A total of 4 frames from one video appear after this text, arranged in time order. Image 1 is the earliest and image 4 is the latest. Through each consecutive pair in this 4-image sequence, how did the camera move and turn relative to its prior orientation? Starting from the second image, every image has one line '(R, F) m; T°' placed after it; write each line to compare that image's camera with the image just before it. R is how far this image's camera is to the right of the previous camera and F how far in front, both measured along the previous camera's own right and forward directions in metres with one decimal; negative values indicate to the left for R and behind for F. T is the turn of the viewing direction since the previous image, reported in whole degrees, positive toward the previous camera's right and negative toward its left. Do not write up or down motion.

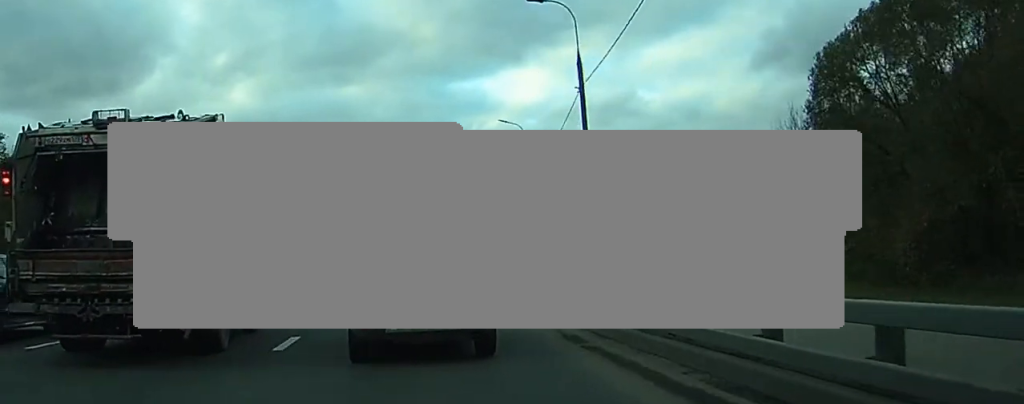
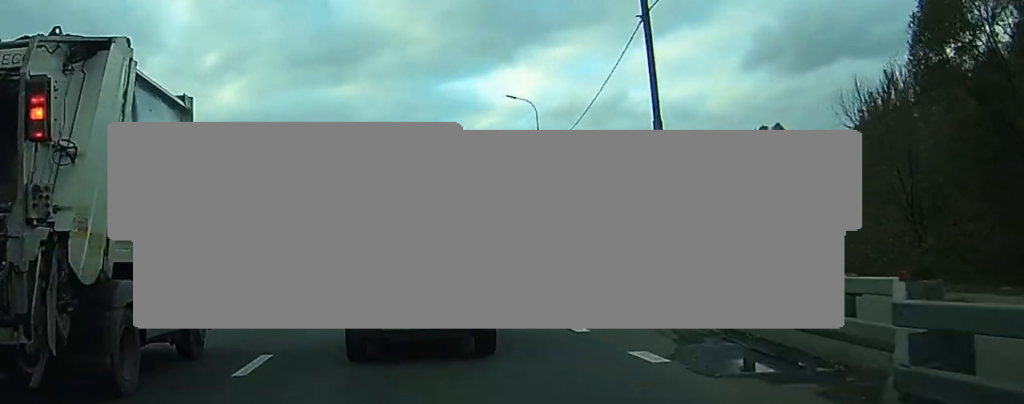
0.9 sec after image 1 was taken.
(+0.1, +10.9) m; +1°
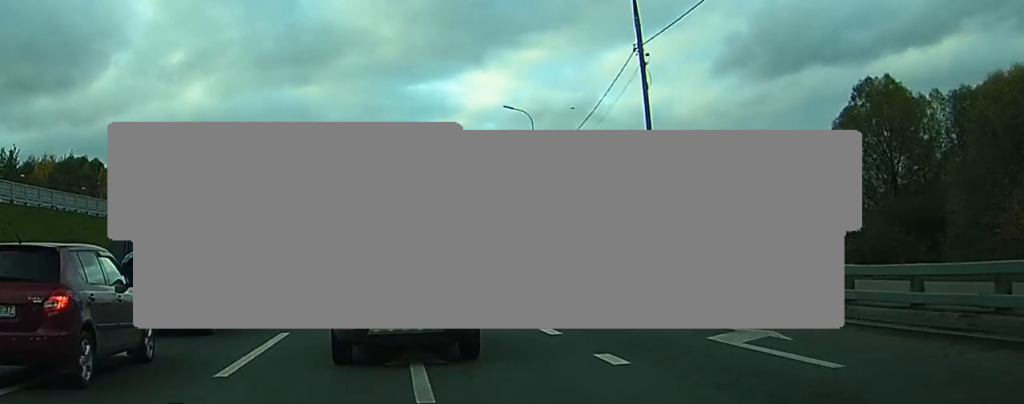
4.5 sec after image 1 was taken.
(+1.4, +34.5) m; +4°
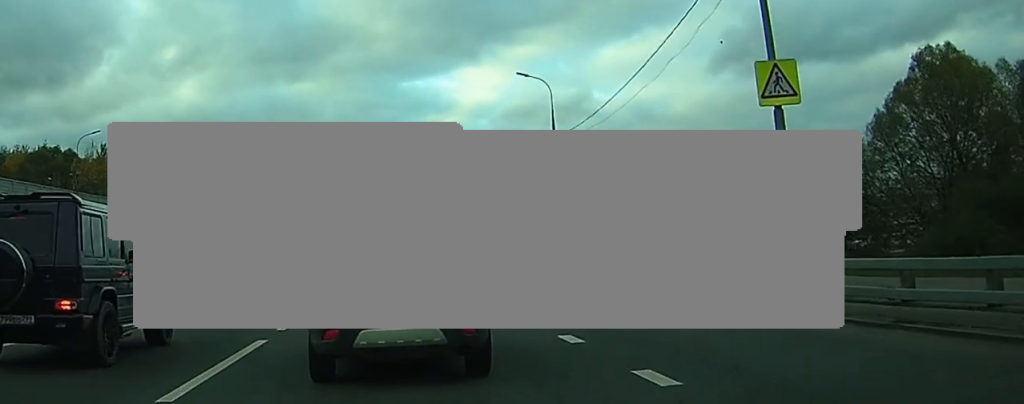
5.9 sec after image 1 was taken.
(-0.2, +10.0) m; -2°
